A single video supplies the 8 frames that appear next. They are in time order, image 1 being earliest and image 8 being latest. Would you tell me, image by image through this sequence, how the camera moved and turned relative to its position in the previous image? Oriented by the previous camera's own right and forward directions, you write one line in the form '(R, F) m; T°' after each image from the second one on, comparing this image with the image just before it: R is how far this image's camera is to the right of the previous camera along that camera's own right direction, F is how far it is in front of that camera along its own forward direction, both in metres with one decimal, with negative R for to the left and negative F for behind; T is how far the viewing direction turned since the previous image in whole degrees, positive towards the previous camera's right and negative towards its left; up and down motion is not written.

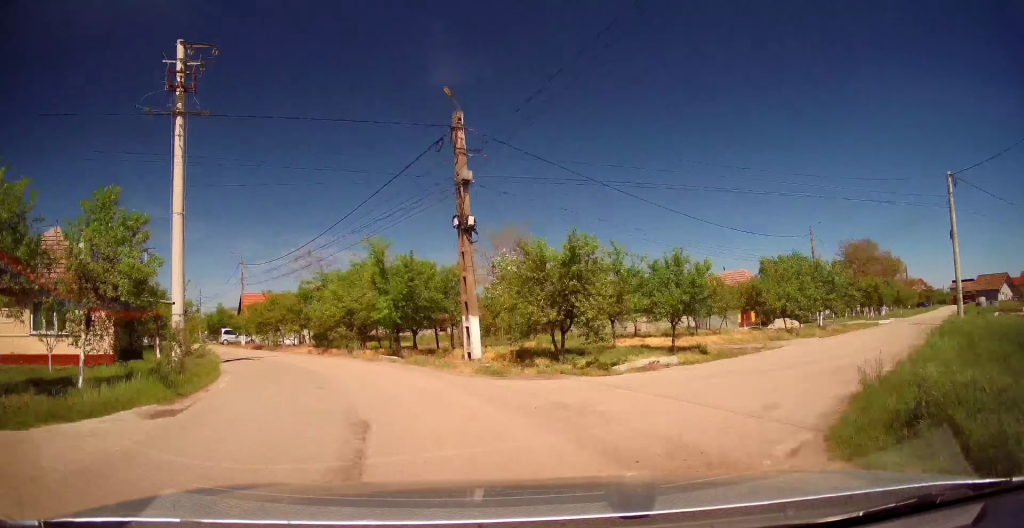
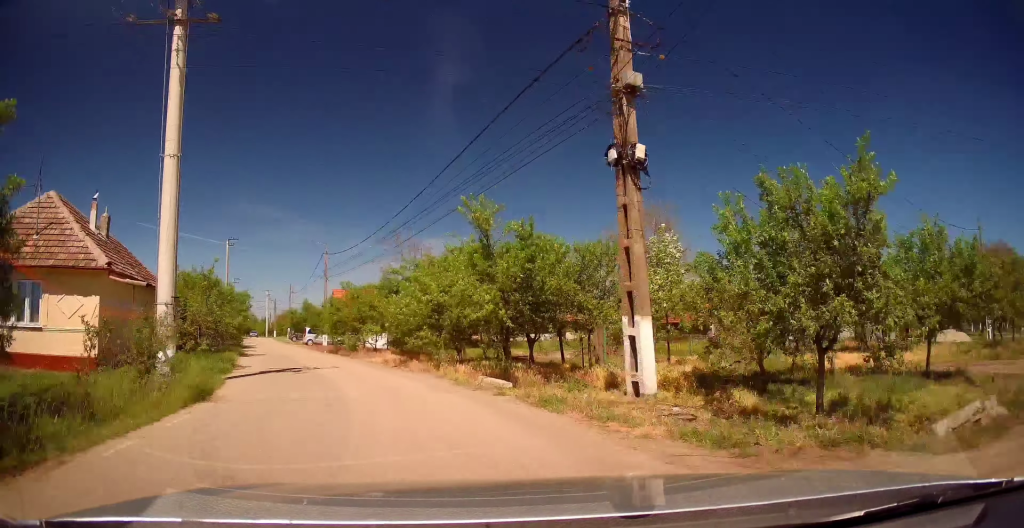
(+0.1, +8.5) m; -9°
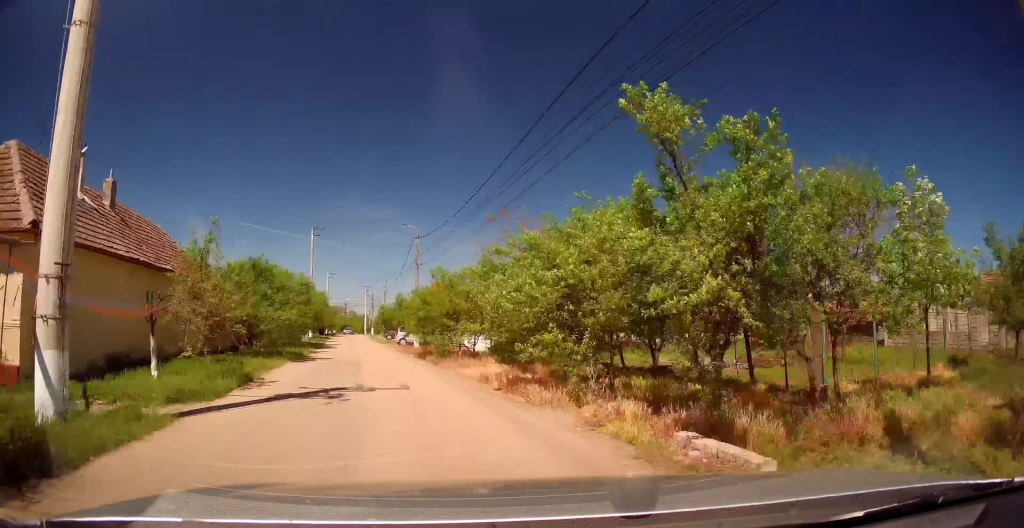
(-1.3, +7.3) m; -11°
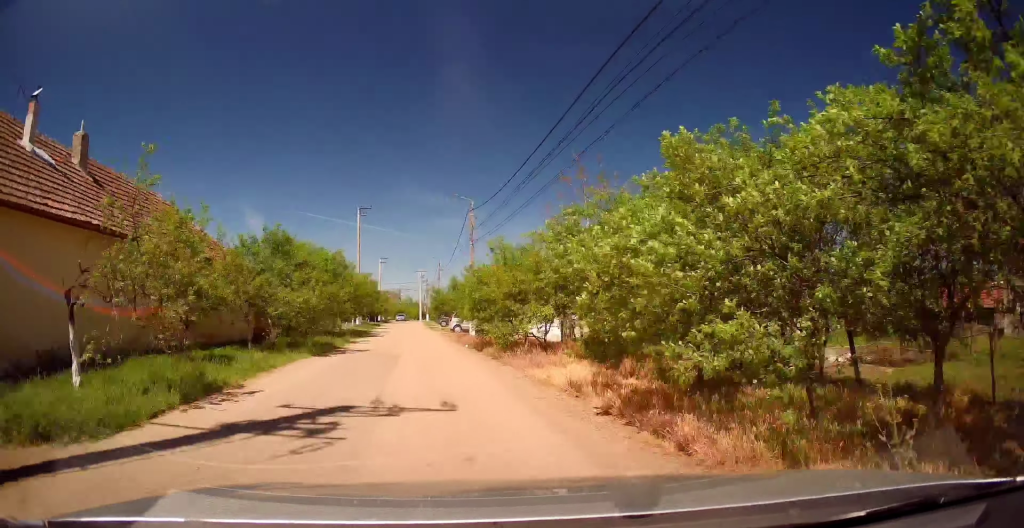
(-0.1, +4.7) m; -7°
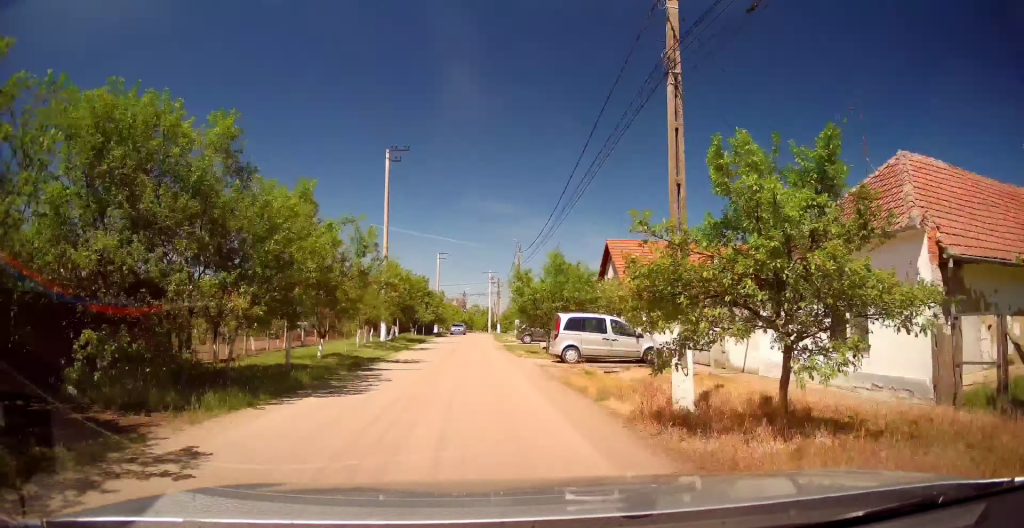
(-3.1, +21.3) m; -11°
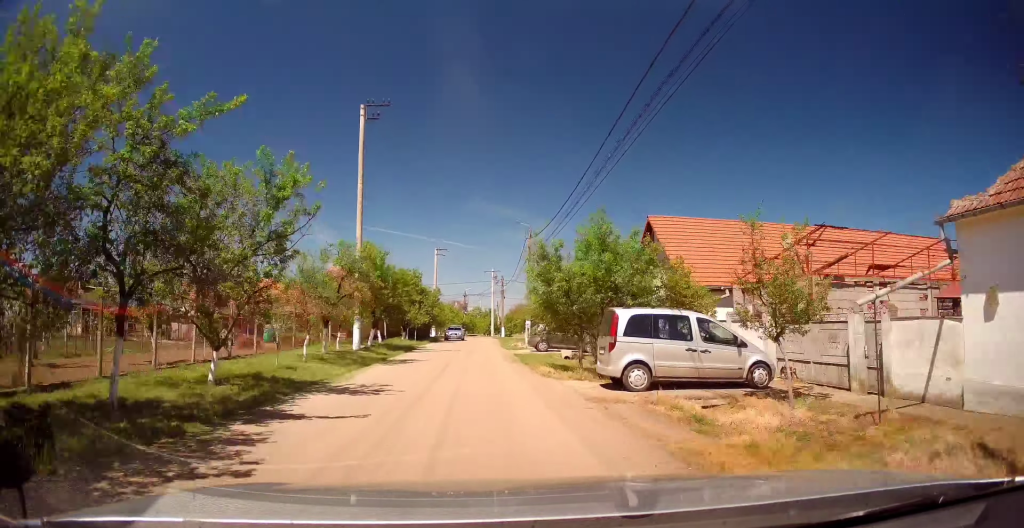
(-0.1, +7.2) m; -1°
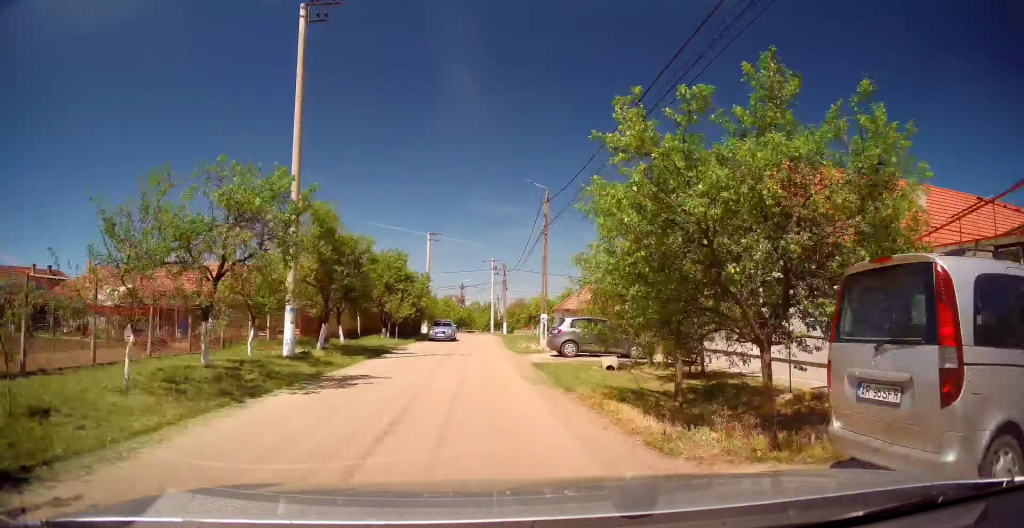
(-0.1, +8.2) m; -1°
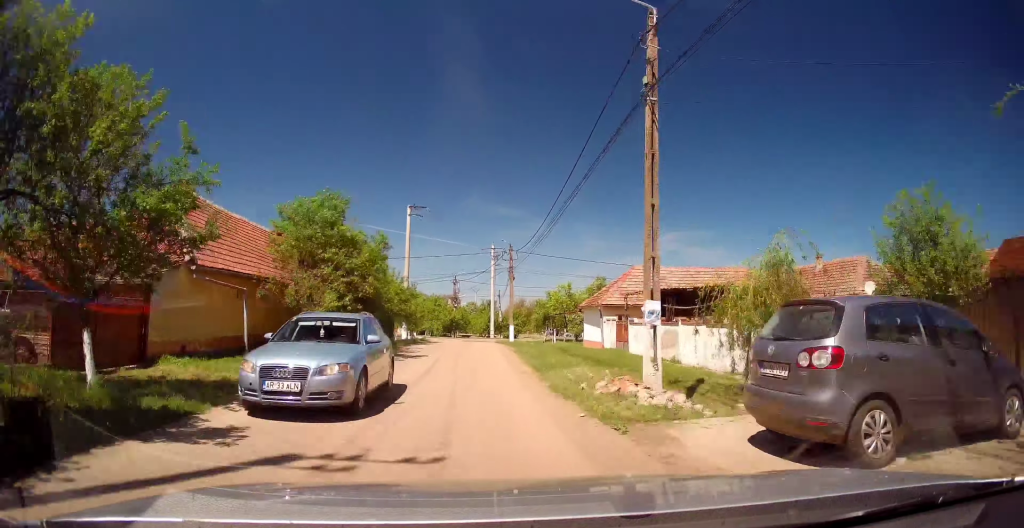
(+0.2, +15.8) m; +2°
